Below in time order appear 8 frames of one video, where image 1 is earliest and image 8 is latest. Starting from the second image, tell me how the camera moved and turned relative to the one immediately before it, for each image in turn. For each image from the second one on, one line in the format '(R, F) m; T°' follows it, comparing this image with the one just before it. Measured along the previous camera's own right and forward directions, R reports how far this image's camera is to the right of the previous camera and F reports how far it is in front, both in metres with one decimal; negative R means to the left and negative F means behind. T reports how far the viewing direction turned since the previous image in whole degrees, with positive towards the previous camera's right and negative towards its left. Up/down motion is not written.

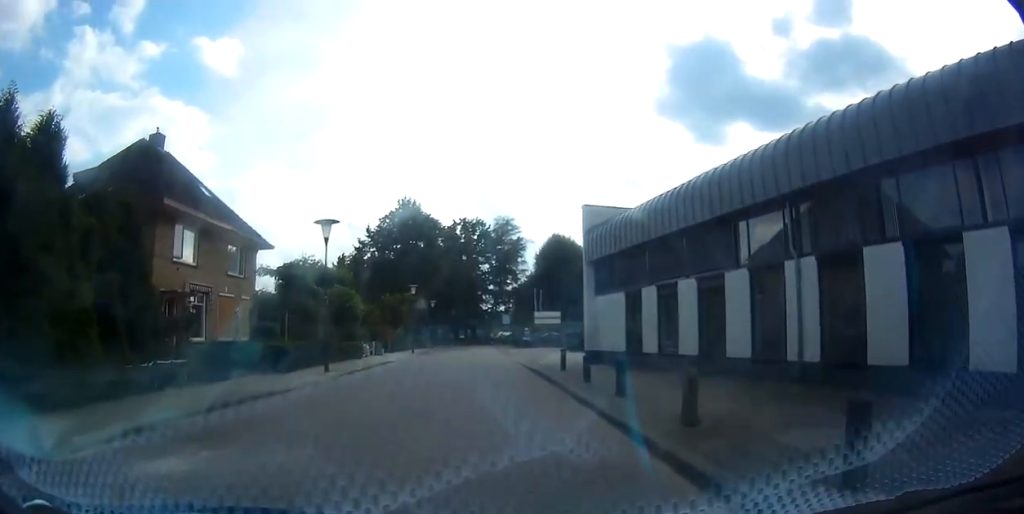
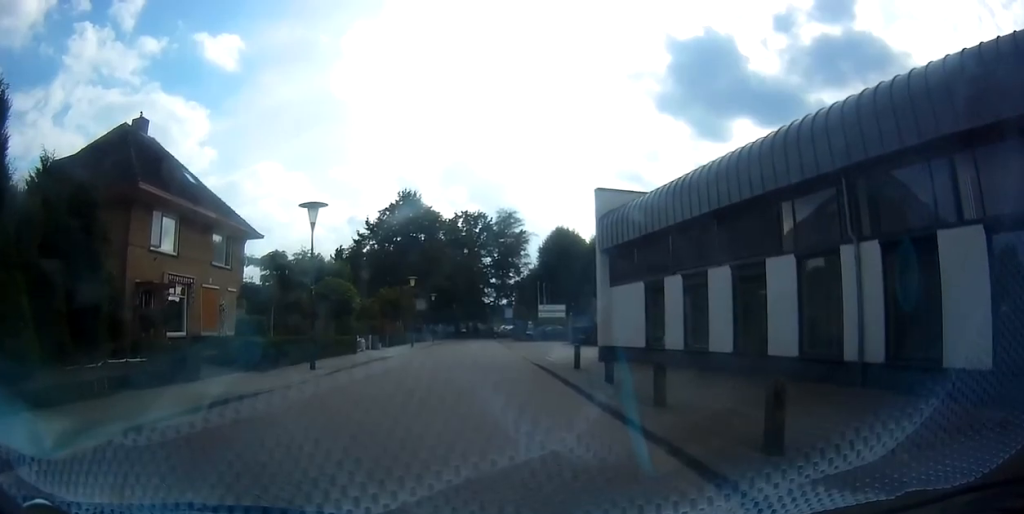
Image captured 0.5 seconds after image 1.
(0.0, +1.9) m; 0°
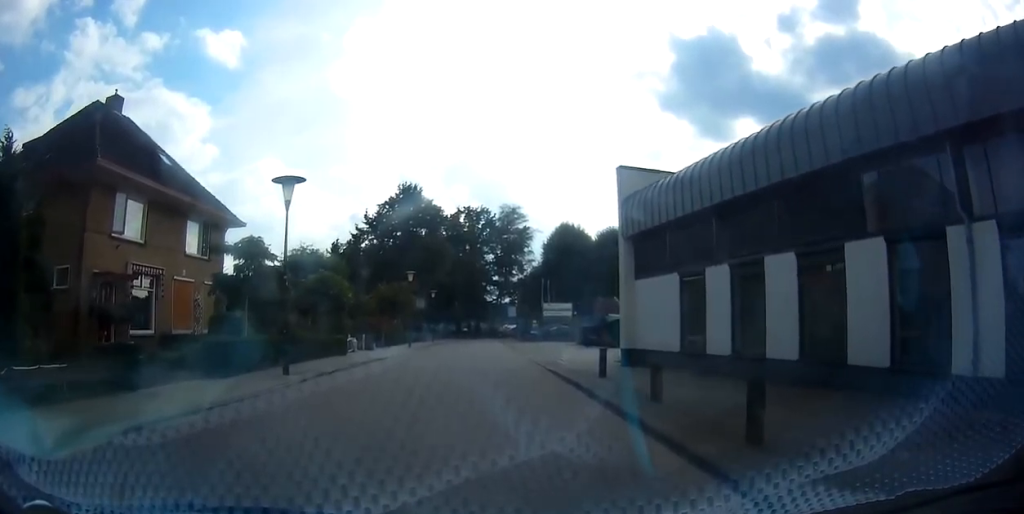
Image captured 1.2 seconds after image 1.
(0.0, +2.9) m; 0°
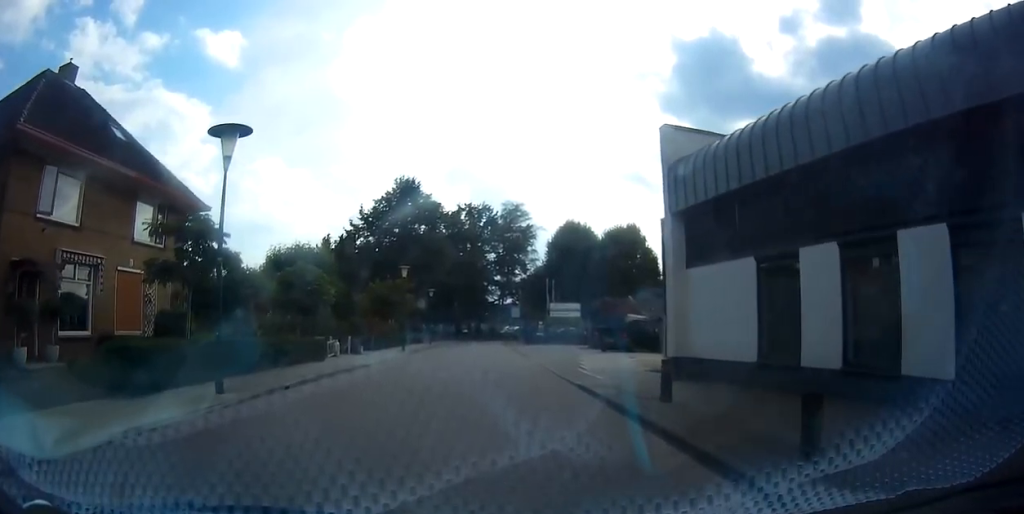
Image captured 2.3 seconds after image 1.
(0.0, +4.5) m; -1°
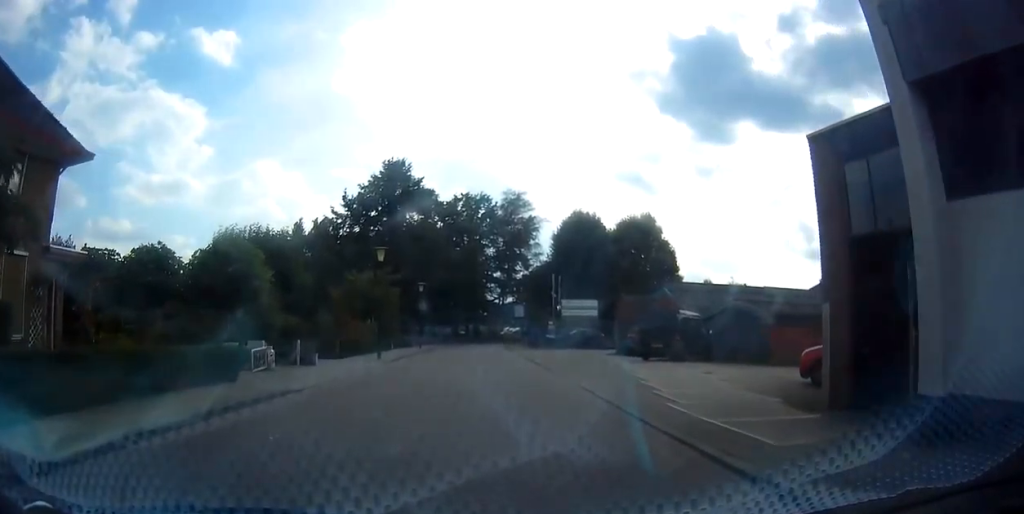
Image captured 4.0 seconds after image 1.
(-0.1, +7.9) m; +3°
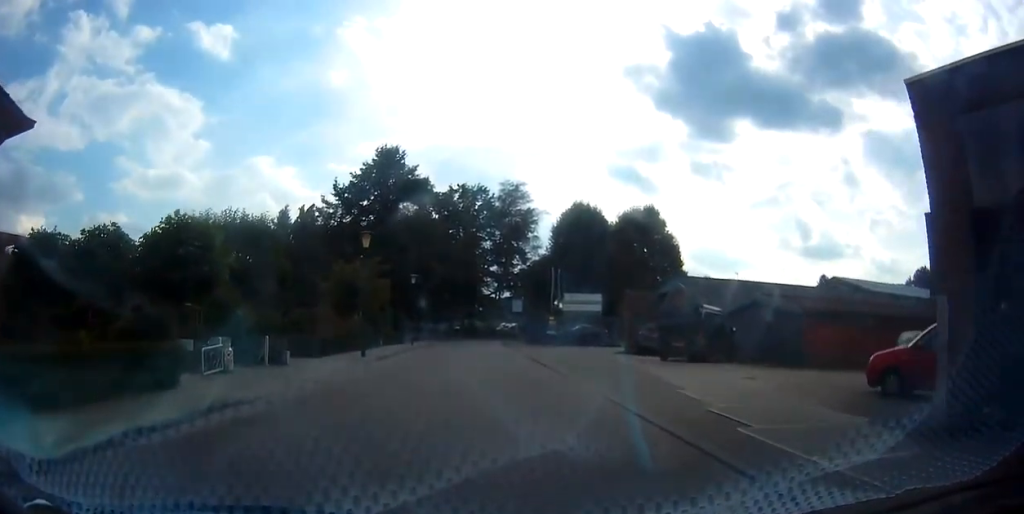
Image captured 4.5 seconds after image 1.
(+0.2, +2.6) m; 0°
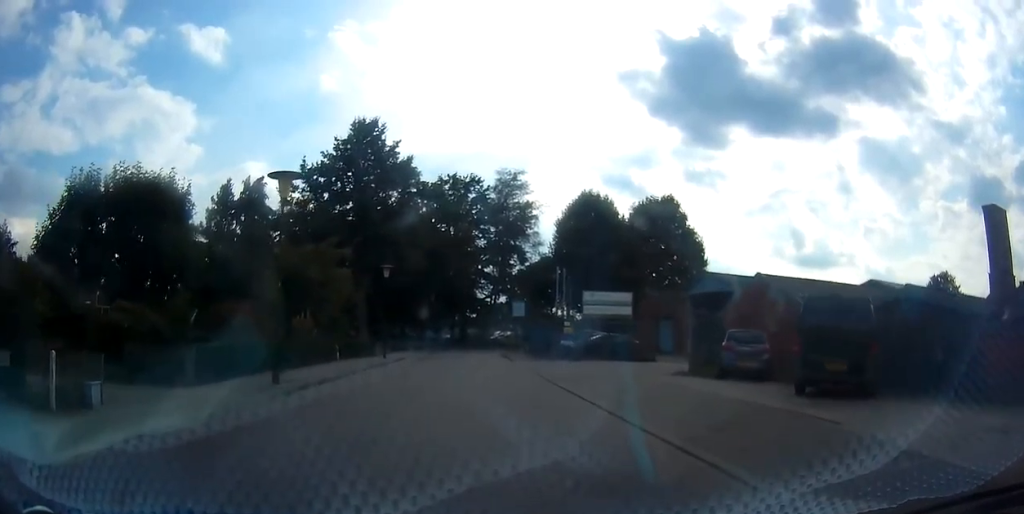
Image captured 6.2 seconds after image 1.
(-0.1, +9.6) m; +1°
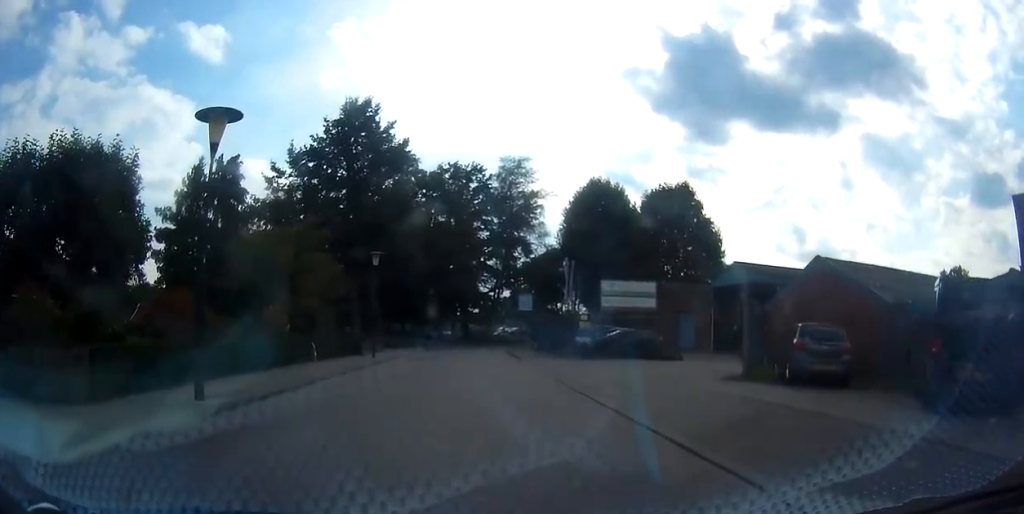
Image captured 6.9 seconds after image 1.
(+0.2, +4.1) m; +3°
